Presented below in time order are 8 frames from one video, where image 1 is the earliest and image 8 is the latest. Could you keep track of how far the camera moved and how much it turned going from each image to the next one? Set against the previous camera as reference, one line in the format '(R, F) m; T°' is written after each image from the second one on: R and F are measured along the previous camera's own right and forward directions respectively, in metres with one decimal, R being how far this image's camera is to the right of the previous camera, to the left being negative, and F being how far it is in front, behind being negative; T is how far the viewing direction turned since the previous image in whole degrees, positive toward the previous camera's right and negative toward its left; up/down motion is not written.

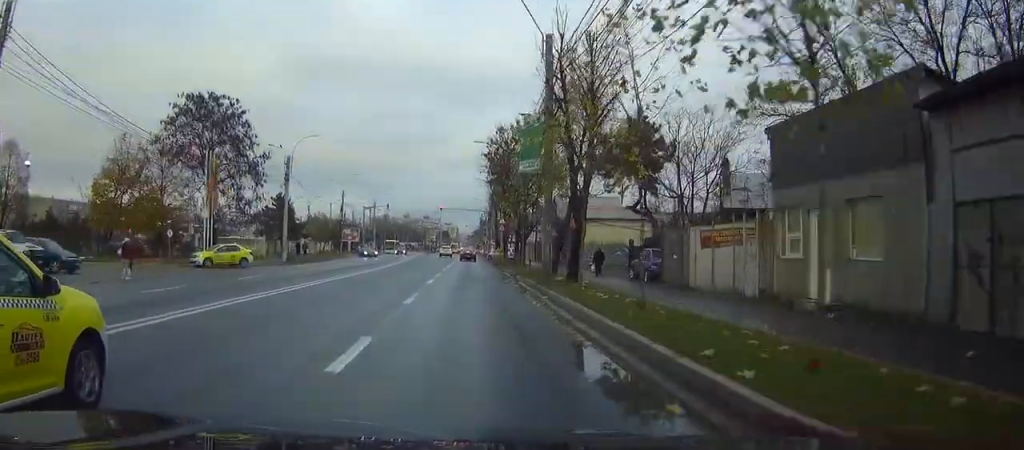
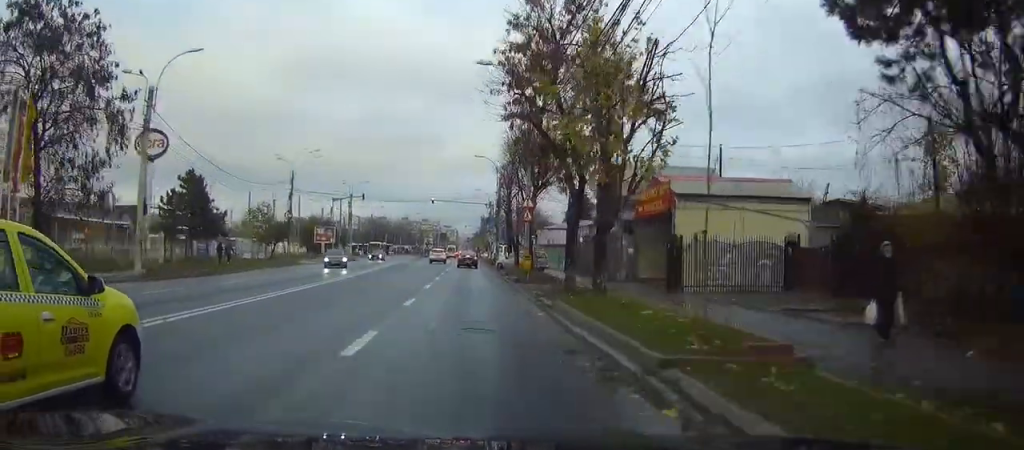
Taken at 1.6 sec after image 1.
(+0.2, +25.9) m; 0°
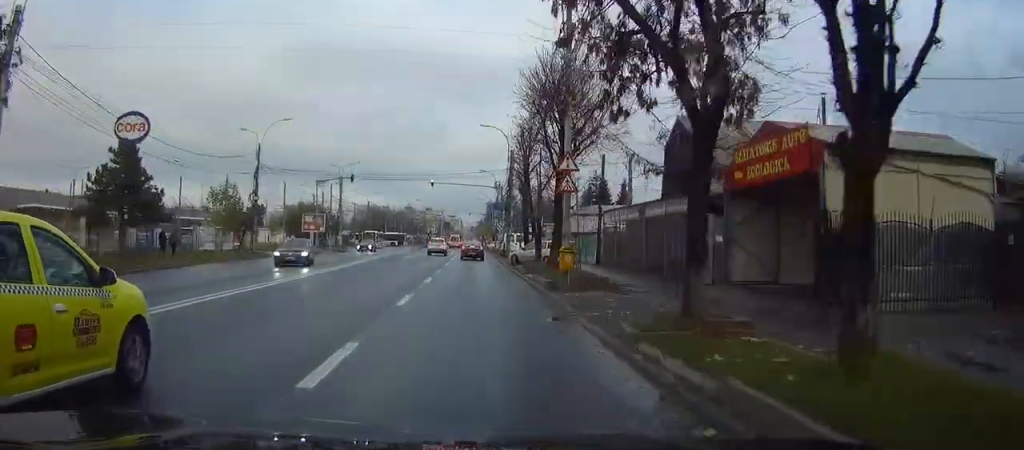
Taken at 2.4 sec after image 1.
(-0.1, +12.1) m; 0°
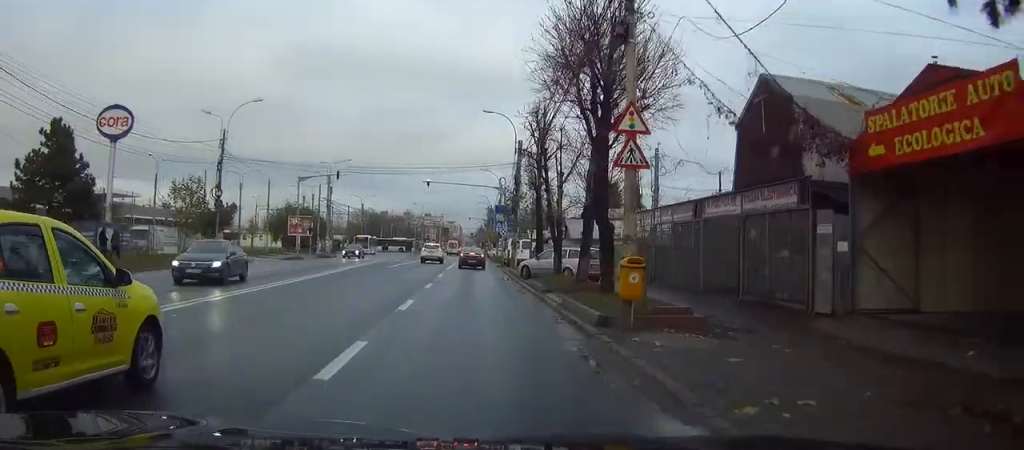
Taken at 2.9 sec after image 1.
(0.0, +8.5) m; 0°
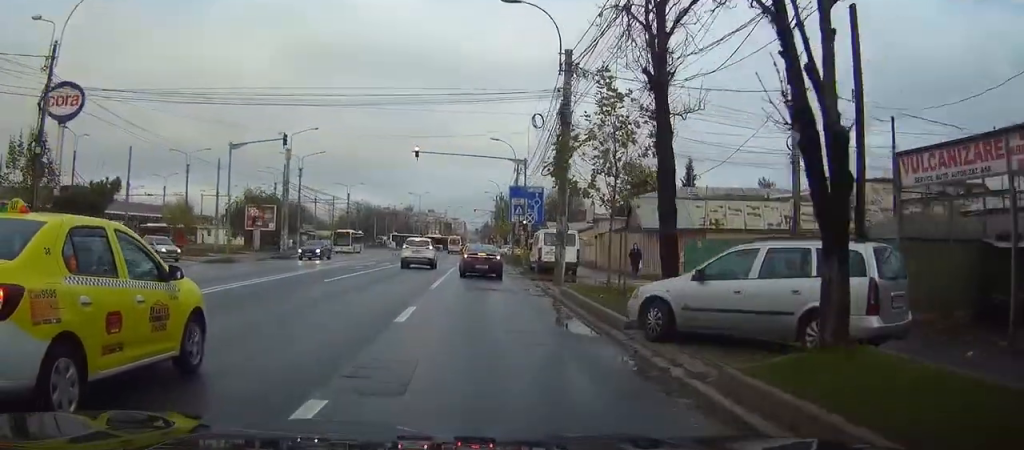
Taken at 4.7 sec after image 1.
(0.0, +23.1) m; 0°
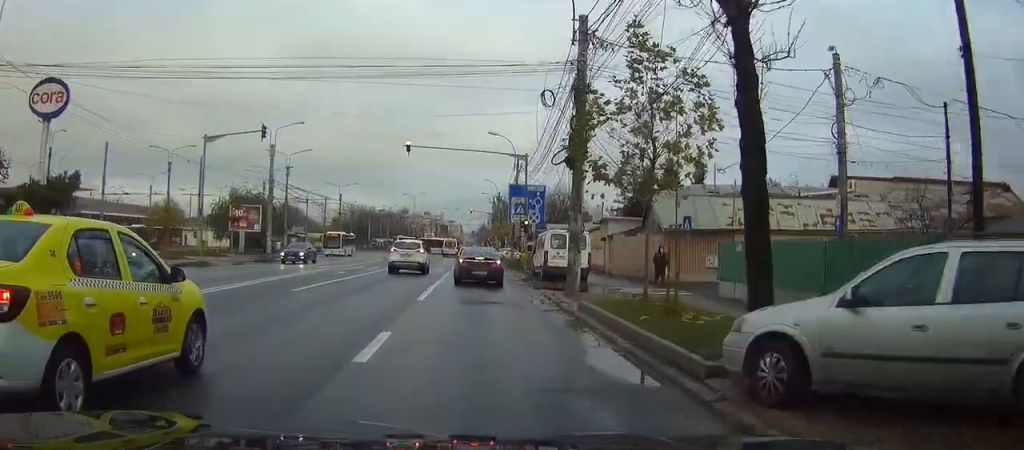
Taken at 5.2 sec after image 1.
(0.0, +4.6) m; +1°
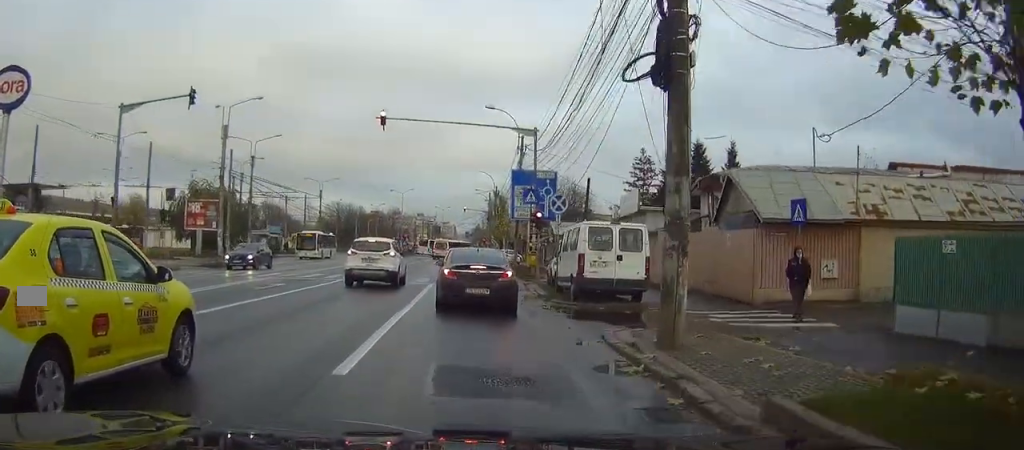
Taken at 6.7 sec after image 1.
(+0.2, +12.7) m; 0°
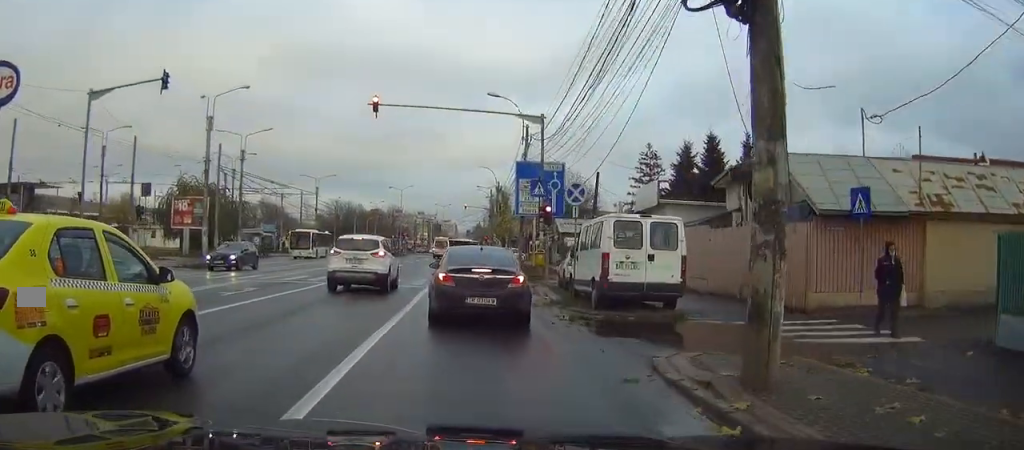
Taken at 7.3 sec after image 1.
(-0.2, +3.6) m; -2°
